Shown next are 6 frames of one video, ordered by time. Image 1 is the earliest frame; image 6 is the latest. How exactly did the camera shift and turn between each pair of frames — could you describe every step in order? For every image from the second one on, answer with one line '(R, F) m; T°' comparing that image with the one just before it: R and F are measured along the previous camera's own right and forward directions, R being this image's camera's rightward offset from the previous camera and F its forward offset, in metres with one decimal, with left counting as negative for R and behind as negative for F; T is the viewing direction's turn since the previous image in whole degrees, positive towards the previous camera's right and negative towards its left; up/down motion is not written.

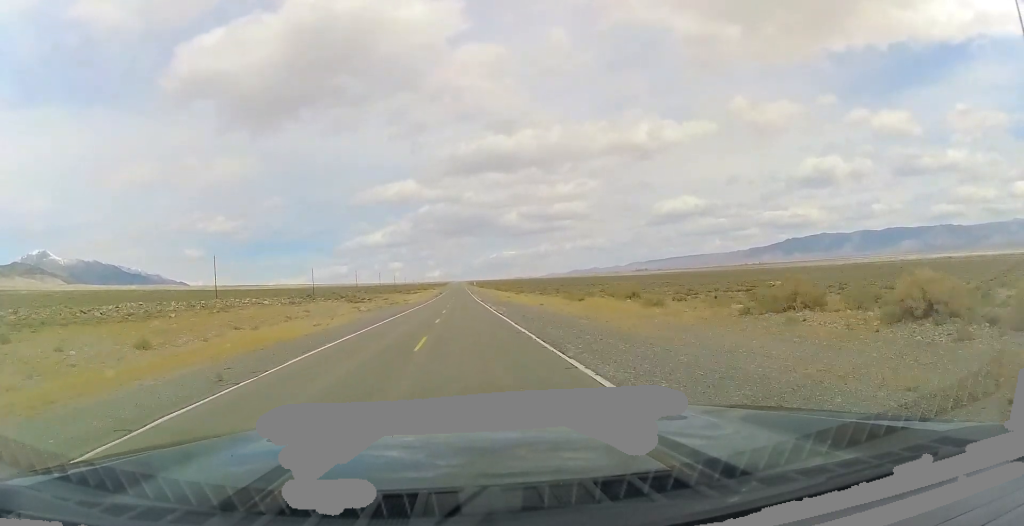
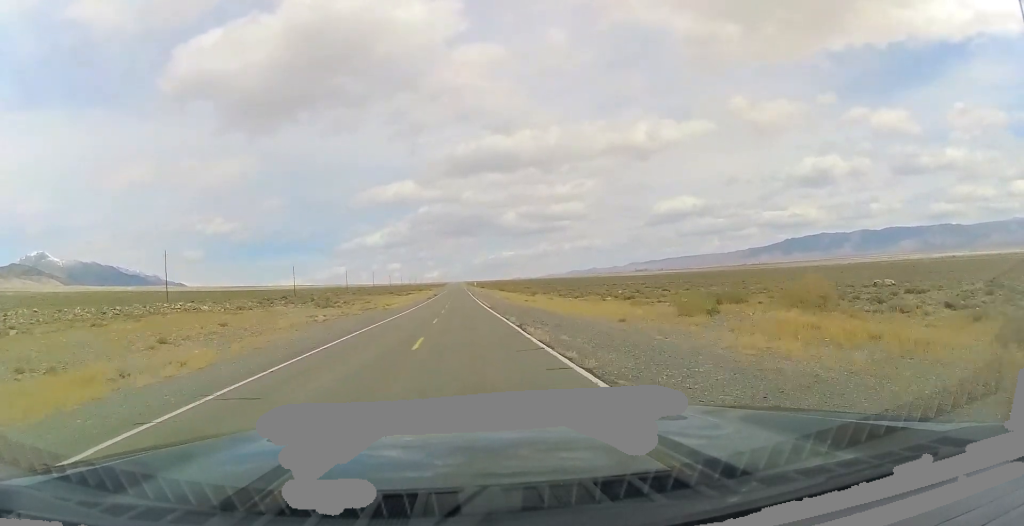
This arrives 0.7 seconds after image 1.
(0.0, +23.9) m; 0°
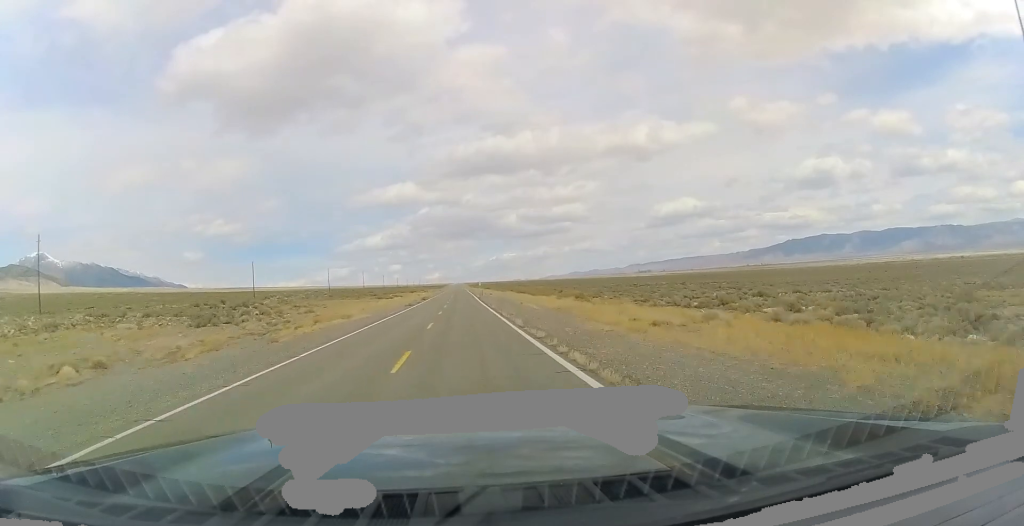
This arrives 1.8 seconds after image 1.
(0.0, +40.6) m; 0°
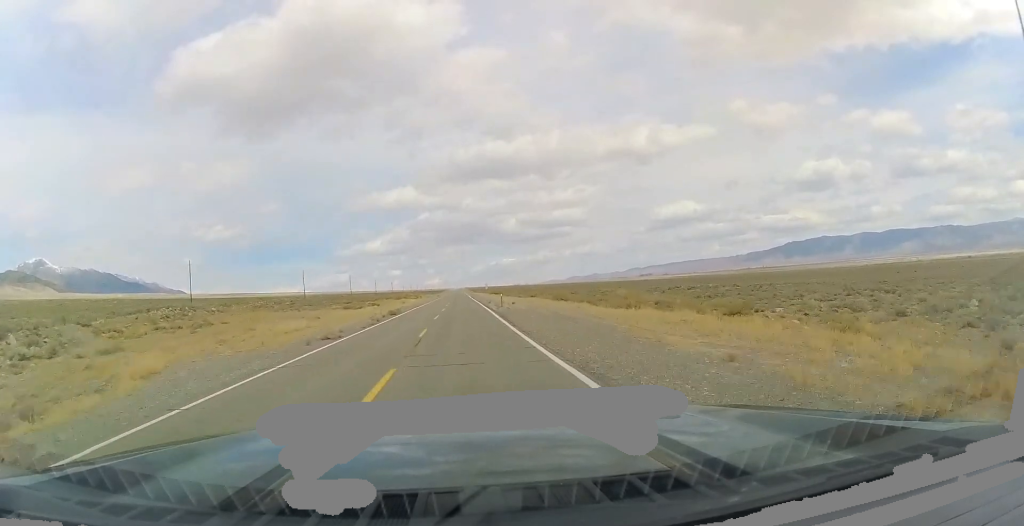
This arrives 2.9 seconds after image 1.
(0.0, +39.4) m; 0°
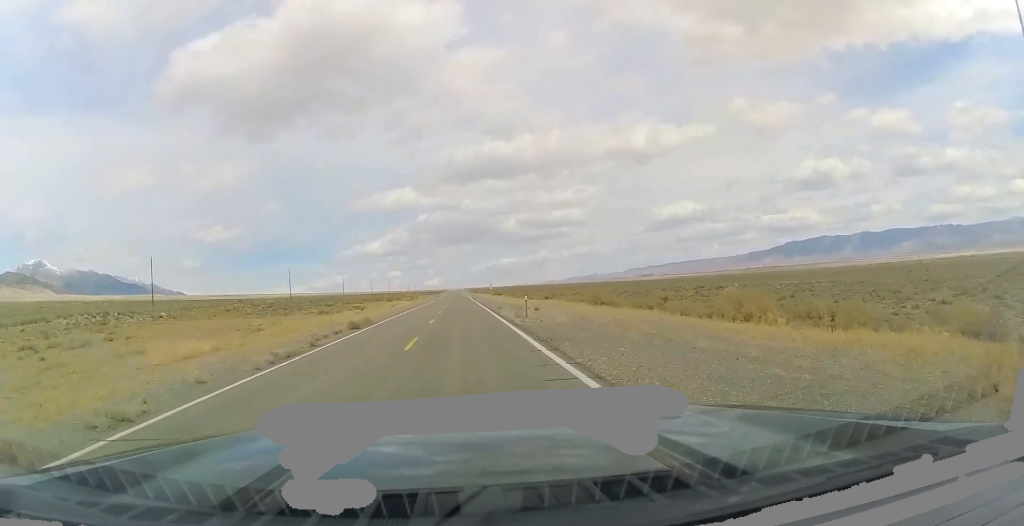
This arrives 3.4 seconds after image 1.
(0.0, +16.7) m; 0°
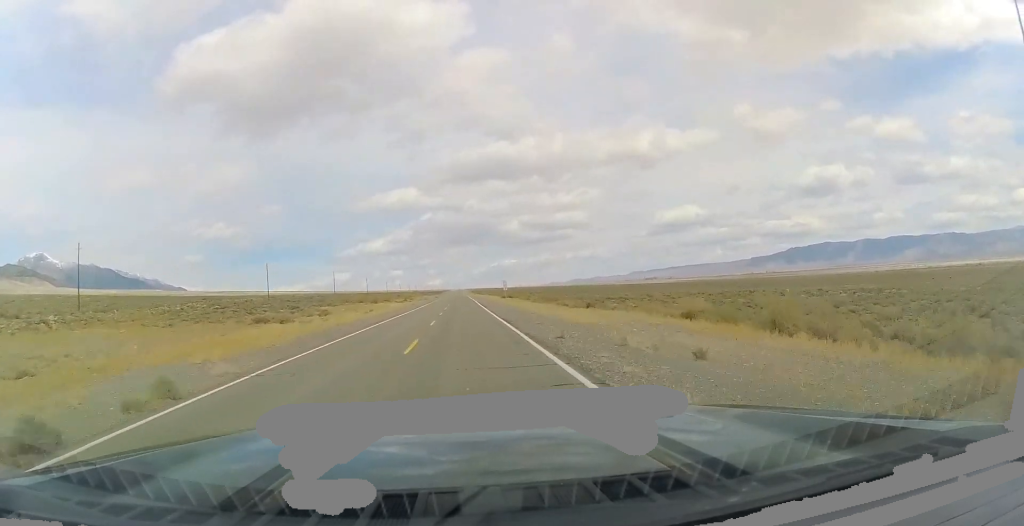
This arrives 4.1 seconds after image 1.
(0.0, +25.1) m; 0°
